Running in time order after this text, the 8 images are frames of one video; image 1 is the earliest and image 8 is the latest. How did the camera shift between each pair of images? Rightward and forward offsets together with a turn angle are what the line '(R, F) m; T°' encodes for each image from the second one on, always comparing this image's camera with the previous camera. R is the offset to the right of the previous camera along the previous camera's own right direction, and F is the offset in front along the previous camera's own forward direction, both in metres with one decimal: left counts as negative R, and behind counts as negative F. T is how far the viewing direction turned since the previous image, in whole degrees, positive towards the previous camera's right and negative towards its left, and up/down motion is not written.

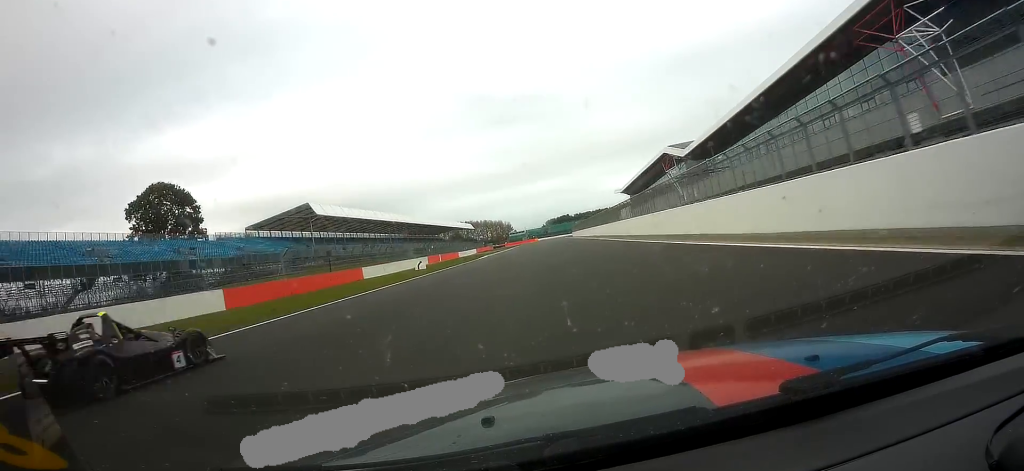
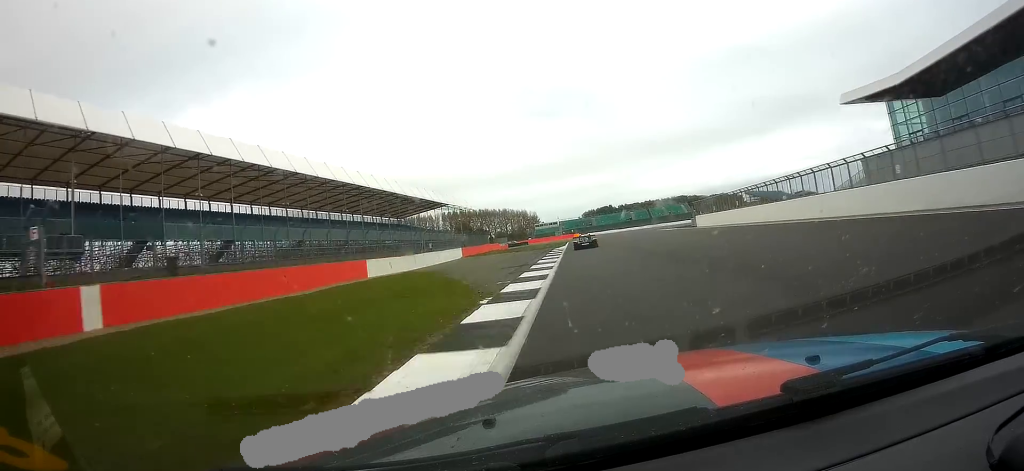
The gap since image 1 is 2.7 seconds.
(-4.8, +107.9) m; -1°
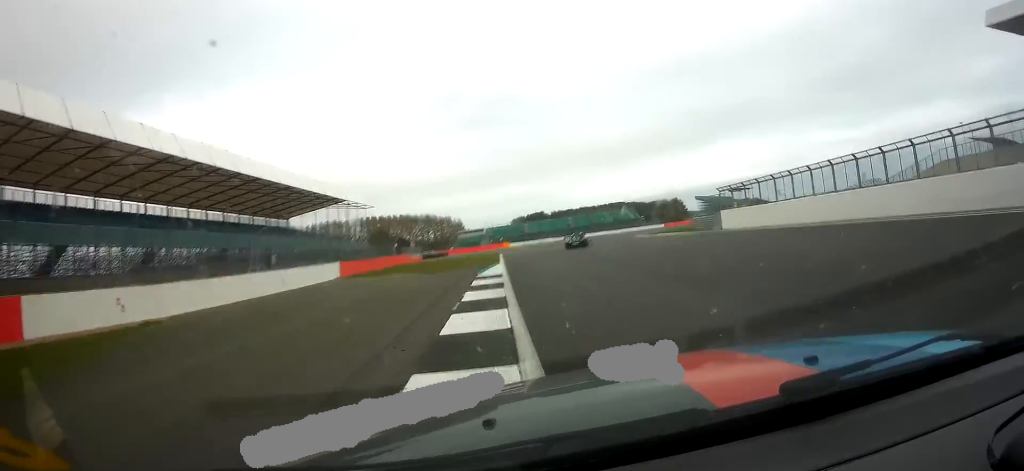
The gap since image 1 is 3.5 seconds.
(+0.2, +29.7) m; +5°
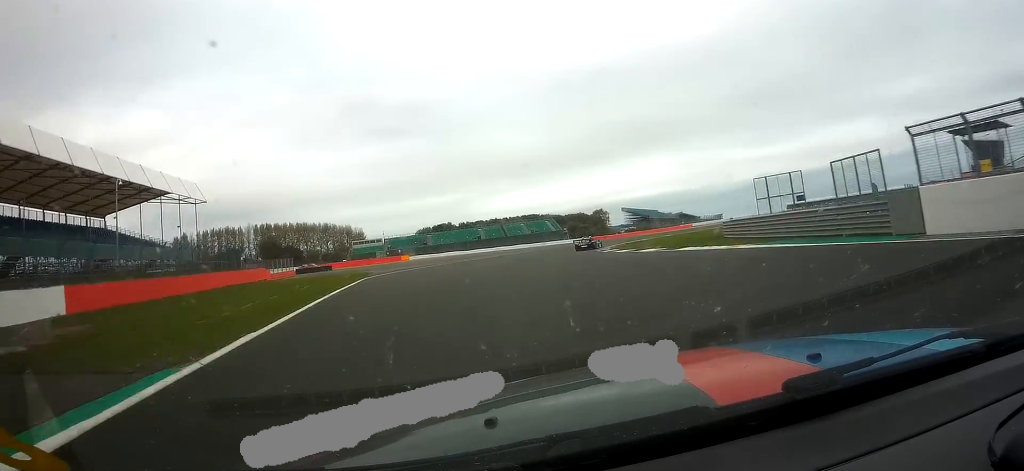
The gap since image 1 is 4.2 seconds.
(+1.4, +29.9) m; +9°
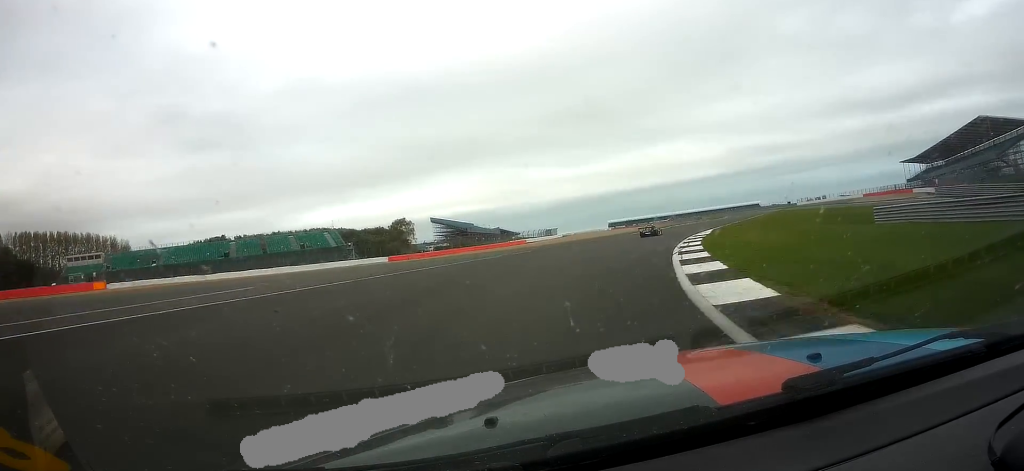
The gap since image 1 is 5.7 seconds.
(+11.2, +58.2) m; +20°
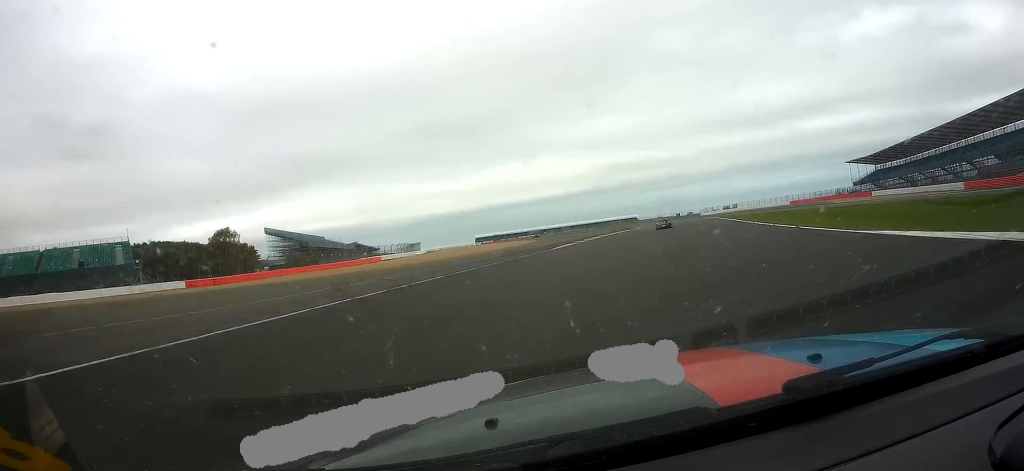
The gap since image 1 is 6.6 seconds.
(+4.0, +36.8) m; +13°
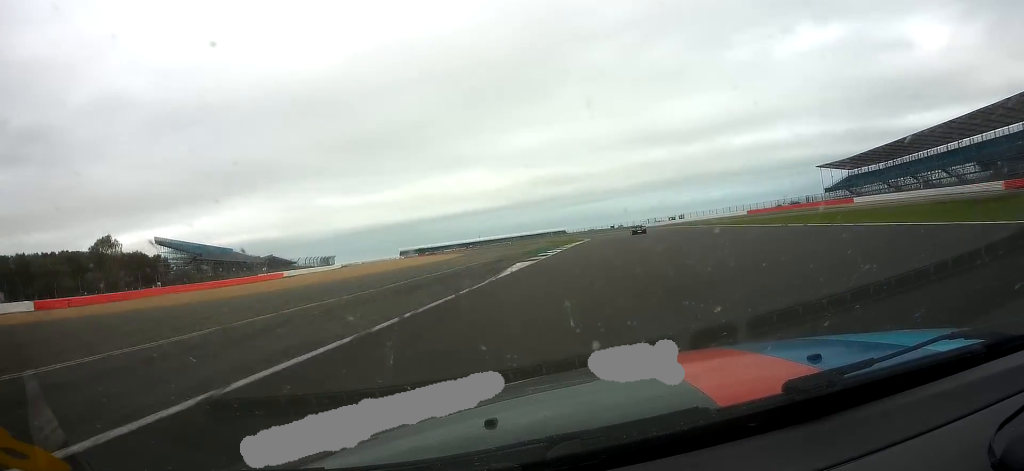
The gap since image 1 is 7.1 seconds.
(+1.1, +20.9) m; +7°
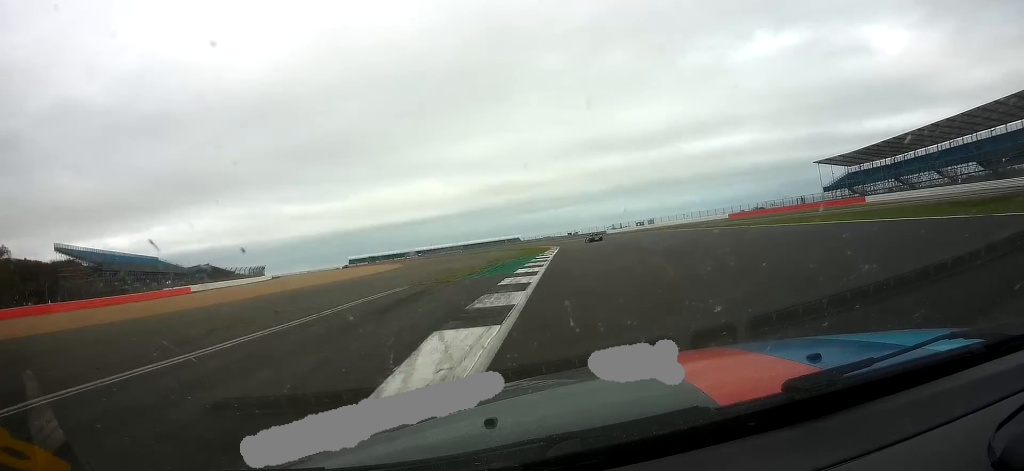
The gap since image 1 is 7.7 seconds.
(+1.8, +20.7) m; +5°
